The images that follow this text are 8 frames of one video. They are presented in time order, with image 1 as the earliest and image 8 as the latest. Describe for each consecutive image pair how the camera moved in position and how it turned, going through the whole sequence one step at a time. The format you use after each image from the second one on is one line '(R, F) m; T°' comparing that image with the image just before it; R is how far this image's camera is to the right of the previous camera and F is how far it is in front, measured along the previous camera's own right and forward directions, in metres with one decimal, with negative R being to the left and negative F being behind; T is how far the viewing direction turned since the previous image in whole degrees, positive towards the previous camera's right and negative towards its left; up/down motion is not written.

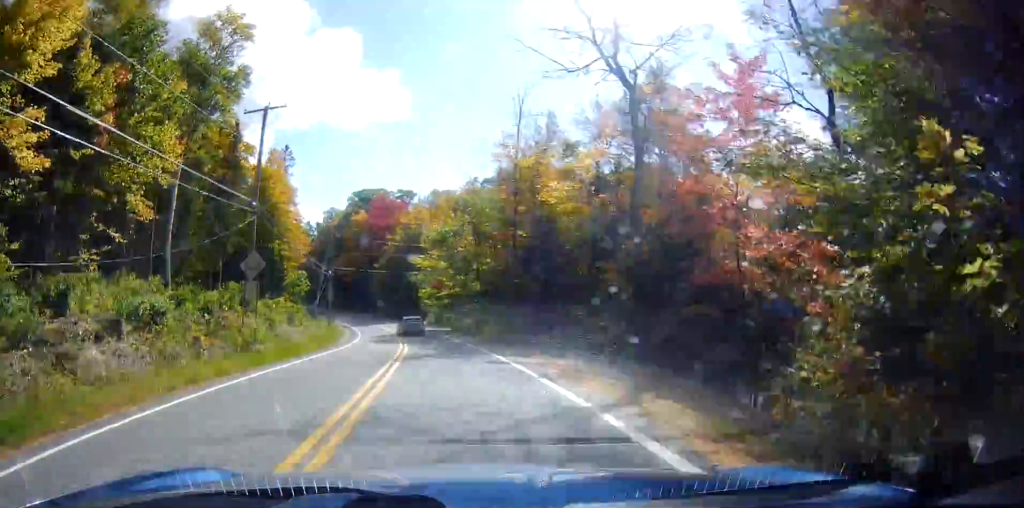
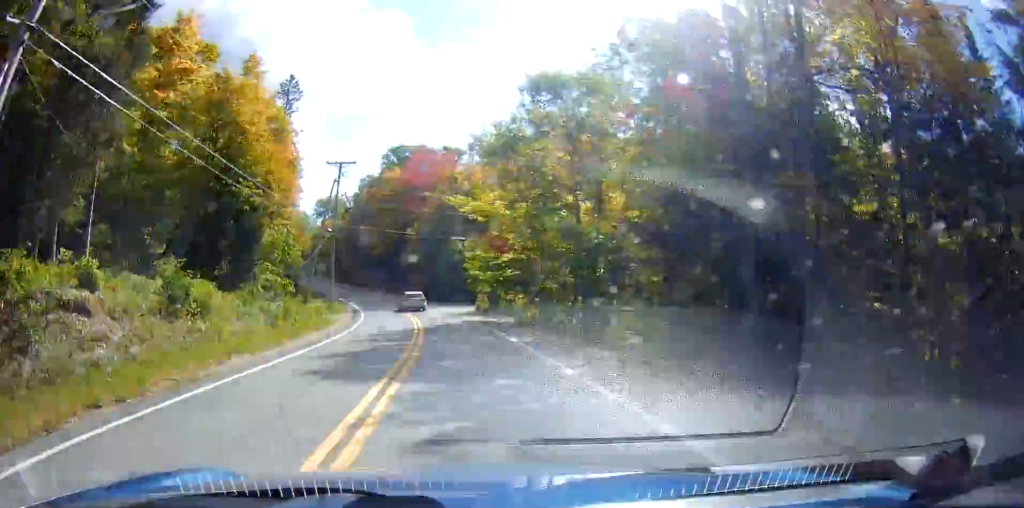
(-2.5, +21.8) m; -18°
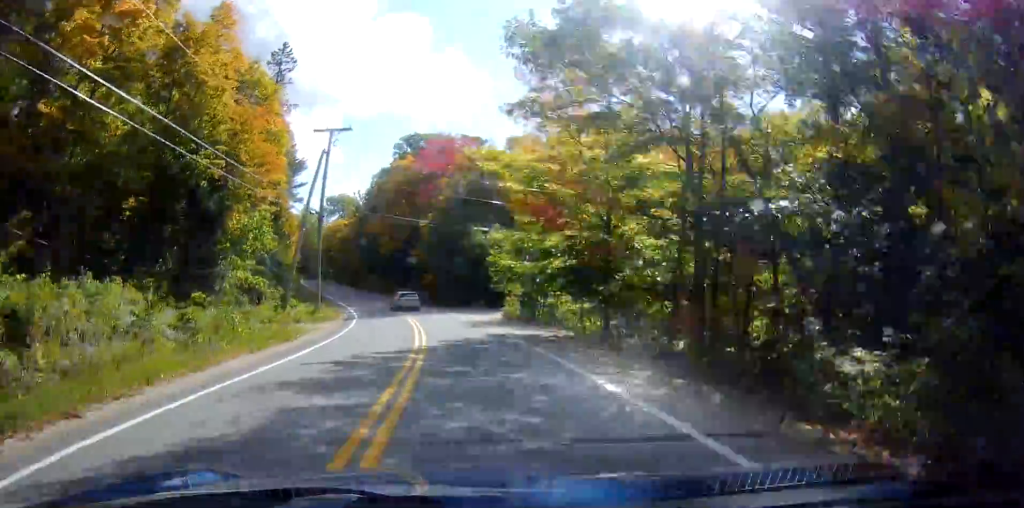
(-1.9, +10.7) m; -7°
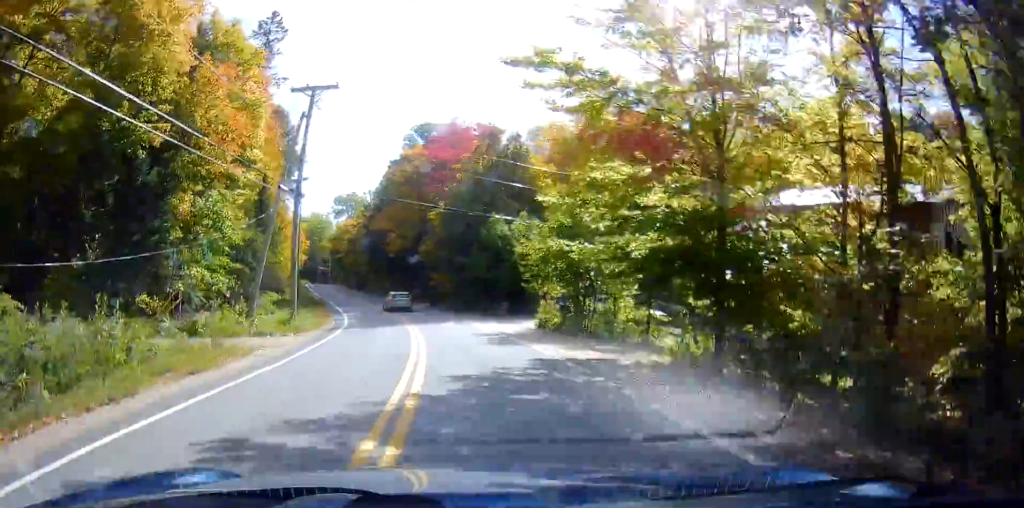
(-0.4, +9.1) m; -3°
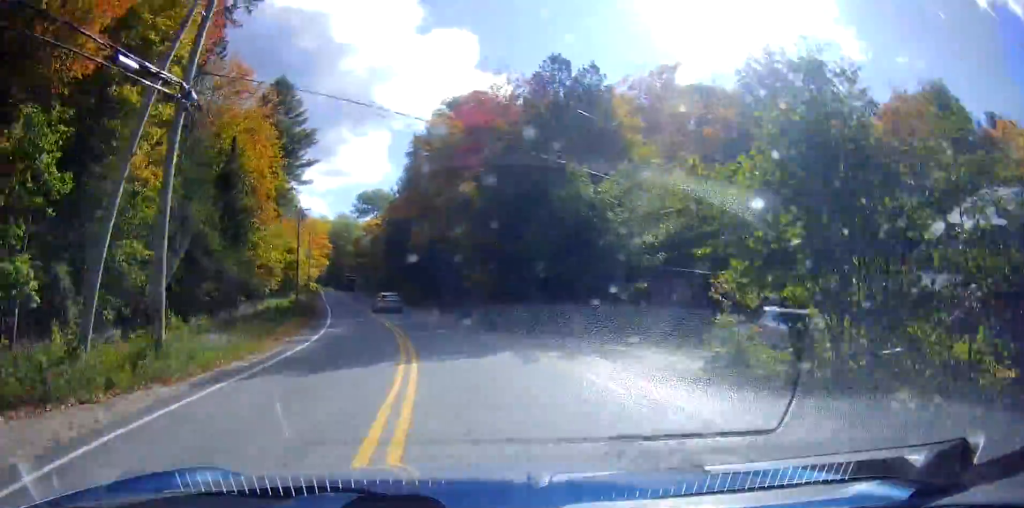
(0.0, +17.0) m; 0°
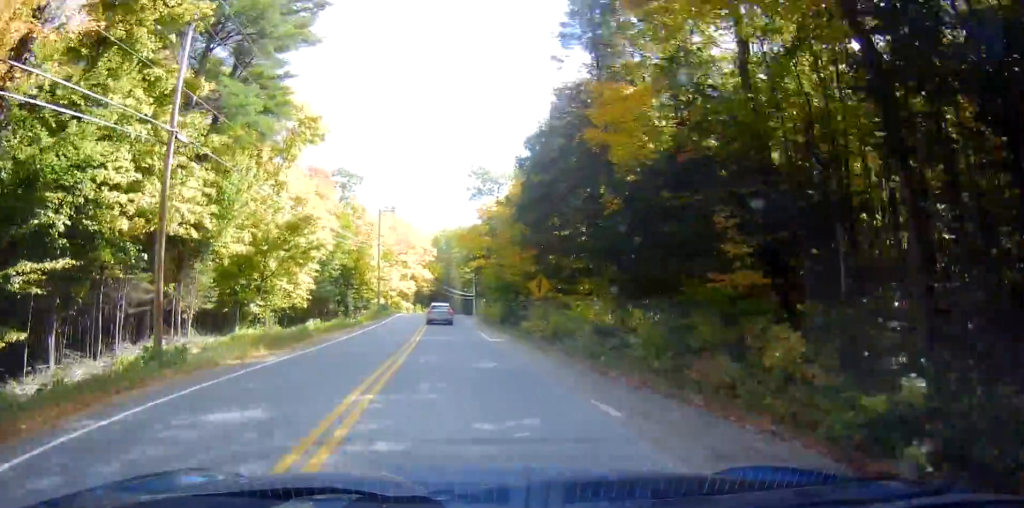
(-2.3, +47.7) m; -6°
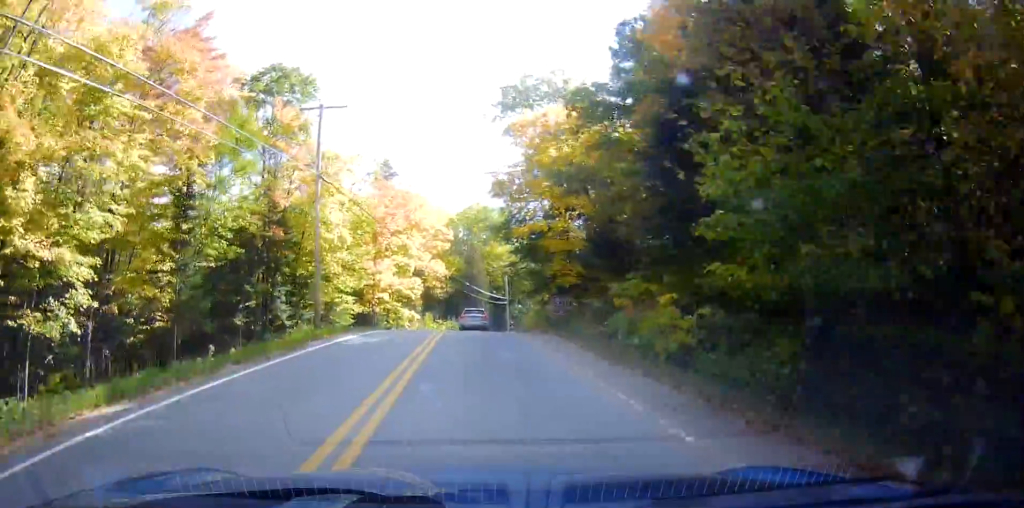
(-0.6, +34.0) m; +1°
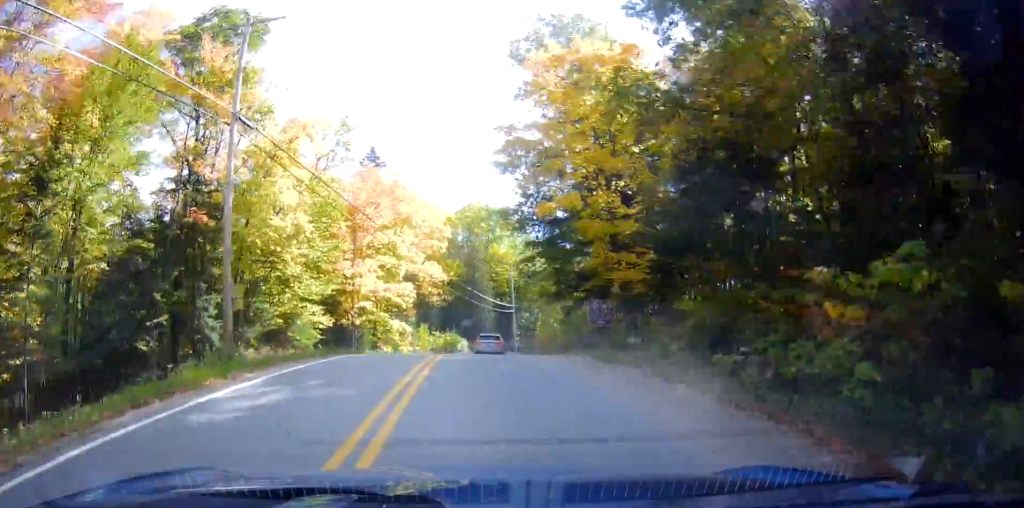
(-0.6, +10.4) m; +2°
